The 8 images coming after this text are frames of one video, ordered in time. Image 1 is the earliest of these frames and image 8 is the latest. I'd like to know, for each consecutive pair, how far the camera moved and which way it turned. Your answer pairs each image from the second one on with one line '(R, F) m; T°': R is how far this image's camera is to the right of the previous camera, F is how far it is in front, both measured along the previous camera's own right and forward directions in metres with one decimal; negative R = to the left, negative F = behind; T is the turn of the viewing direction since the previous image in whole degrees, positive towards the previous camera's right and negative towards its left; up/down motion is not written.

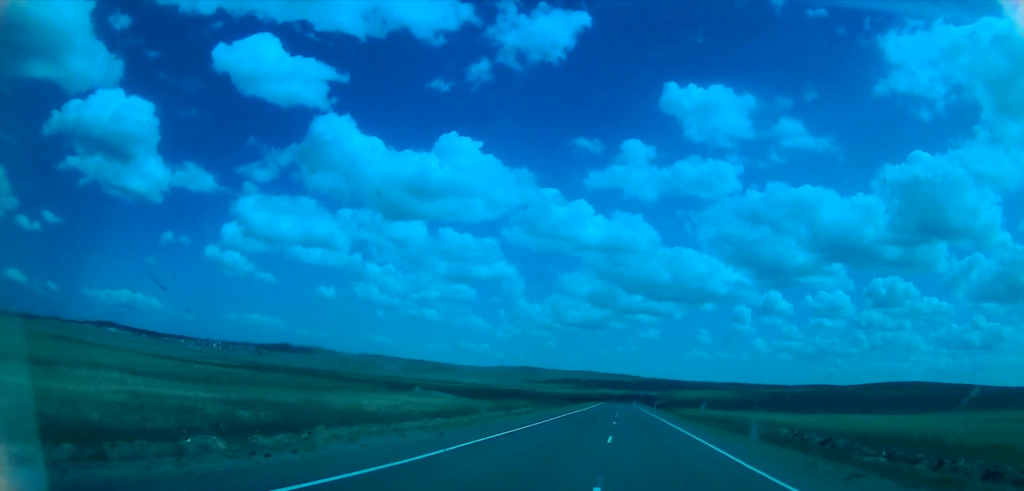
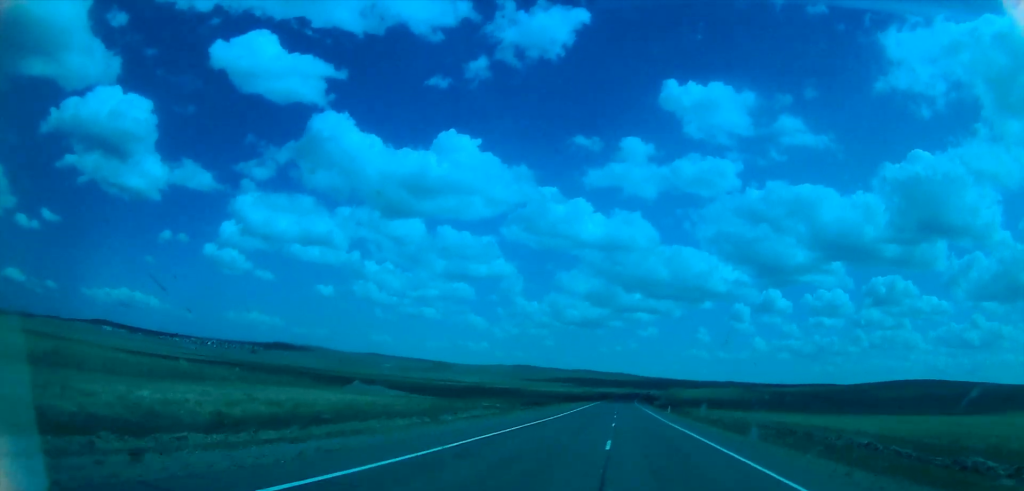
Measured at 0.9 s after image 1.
(-0.1, +27.3) m; 0°
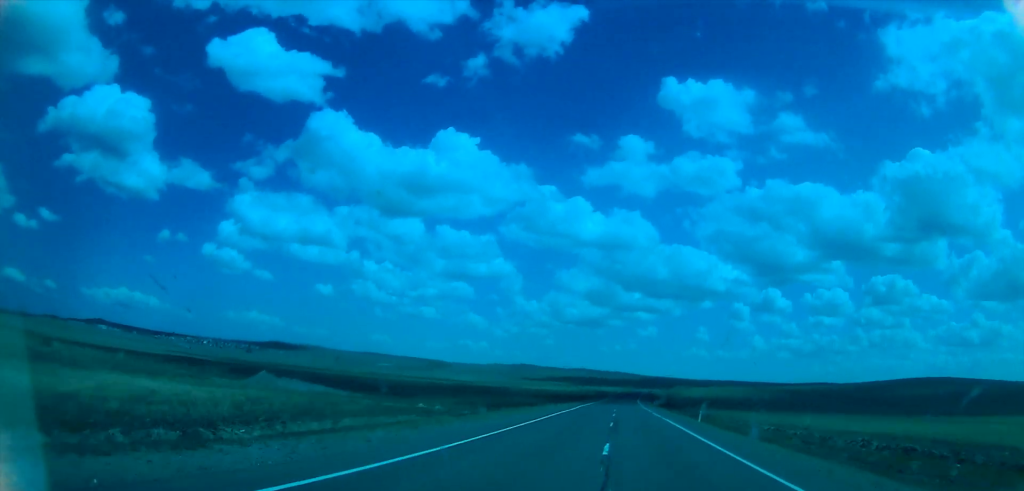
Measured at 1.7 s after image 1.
(-0.3, +25.1) m; 0°
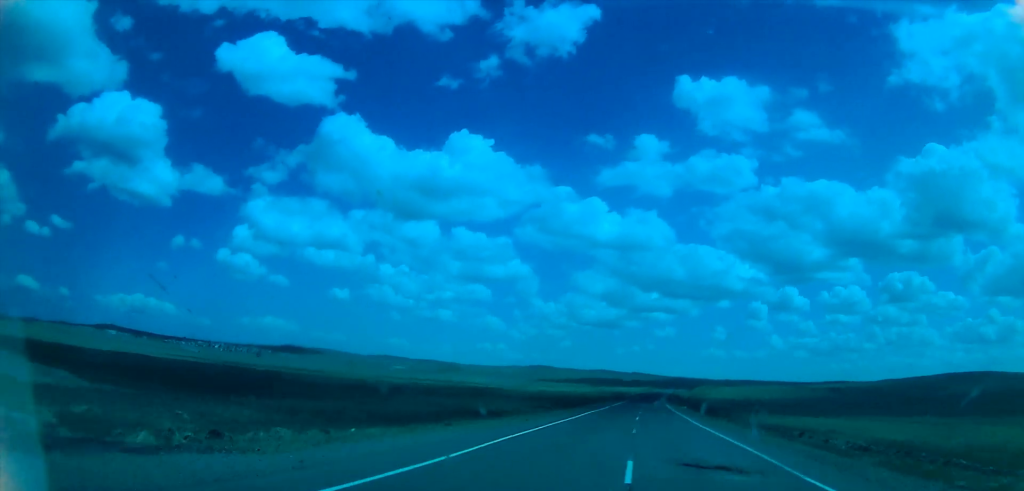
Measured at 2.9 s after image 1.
(+0.4, +40.1) m; 0°
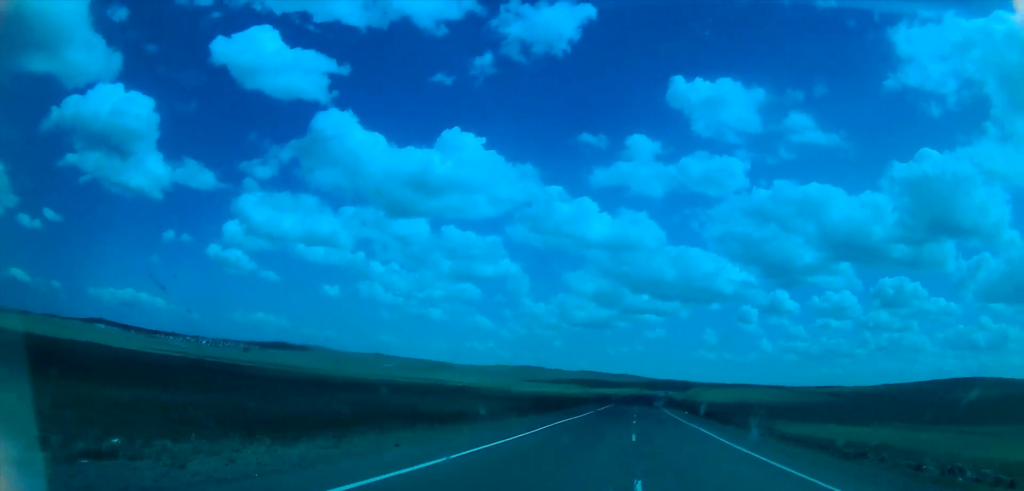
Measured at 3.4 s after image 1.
(-0.1, +14.8) m; -1°
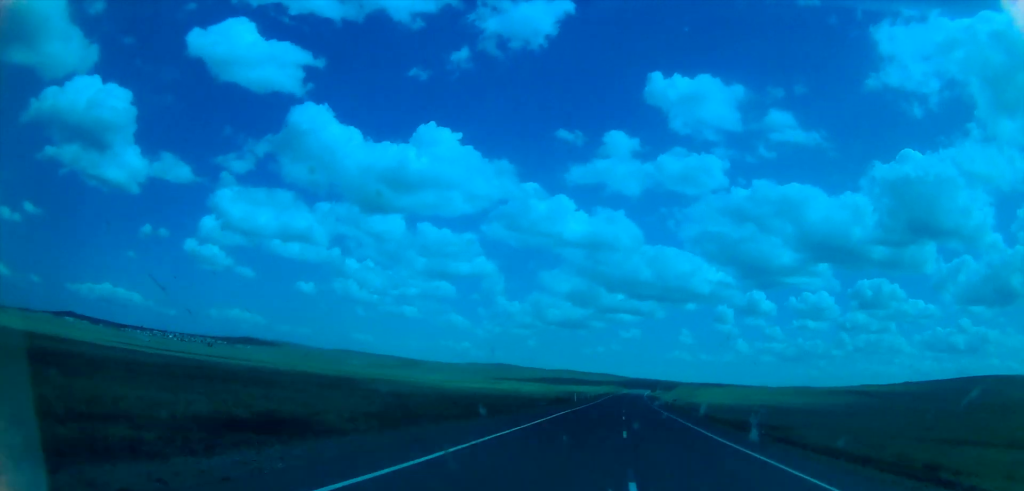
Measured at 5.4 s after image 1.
(+1.1, +61.6) m; +2°
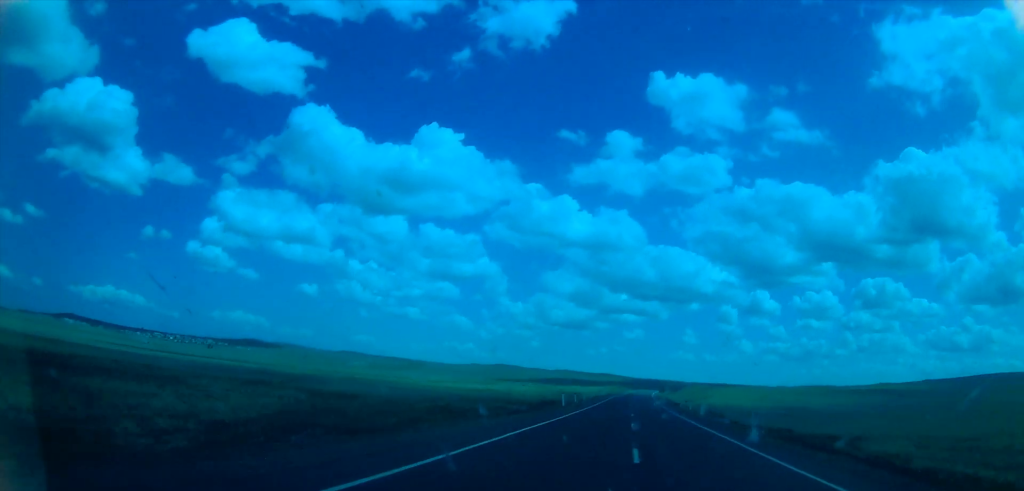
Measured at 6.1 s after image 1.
(-0.1, +18.5) m; +1°
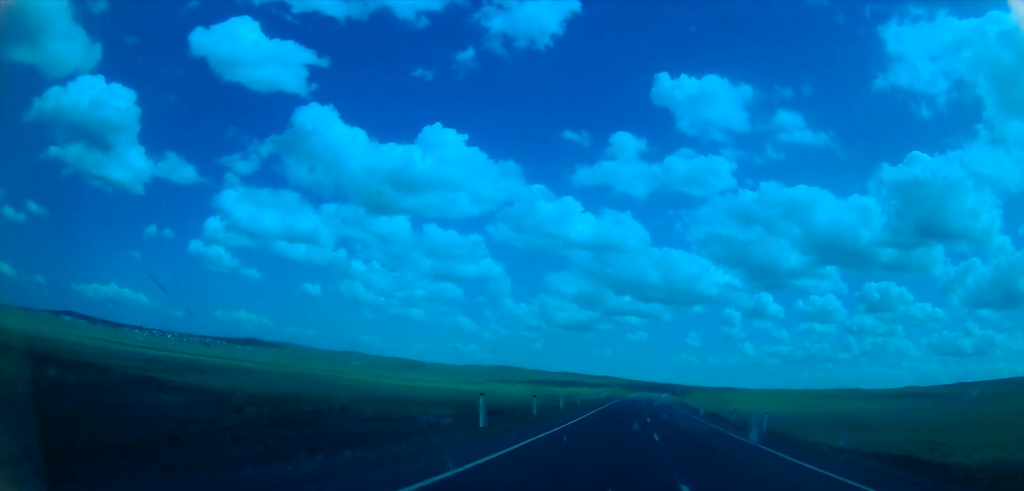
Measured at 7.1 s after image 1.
(+0.5, +29.6) m; +1°
